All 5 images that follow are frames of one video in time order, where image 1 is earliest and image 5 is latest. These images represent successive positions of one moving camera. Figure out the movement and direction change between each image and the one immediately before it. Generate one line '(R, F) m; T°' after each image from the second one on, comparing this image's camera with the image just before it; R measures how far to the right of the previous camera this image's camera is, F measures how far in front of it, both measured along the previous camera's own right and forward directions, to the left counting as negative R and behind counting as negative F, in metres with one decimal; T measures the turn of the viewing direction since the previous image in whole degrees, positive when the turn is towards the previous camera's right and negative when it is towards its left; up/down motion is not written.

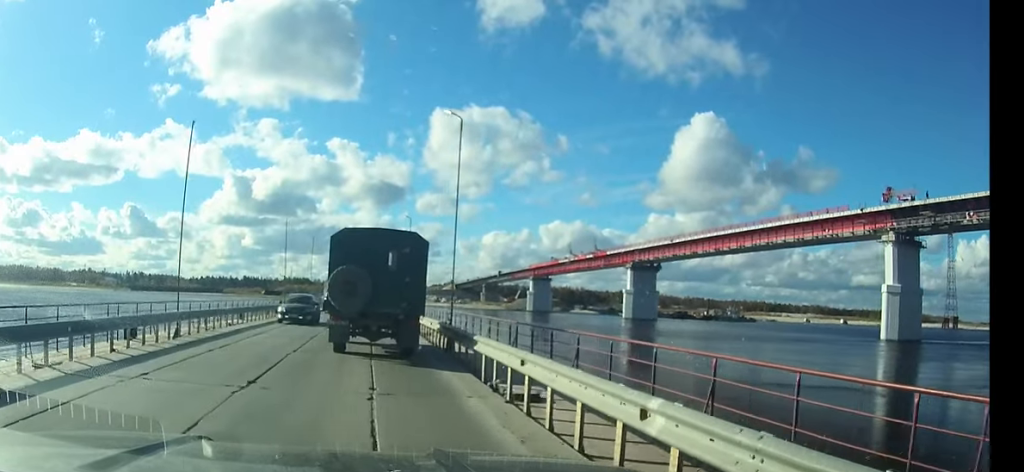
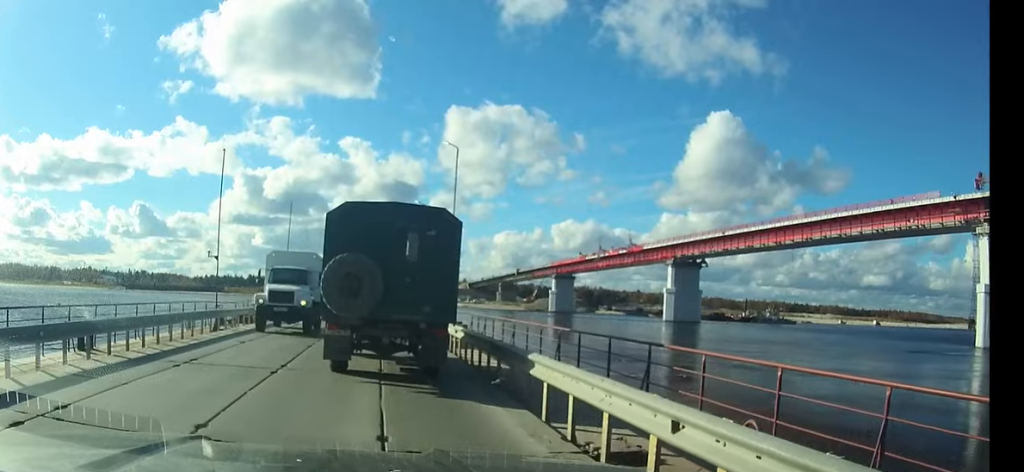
(-0.1, +21.3) m; -1°
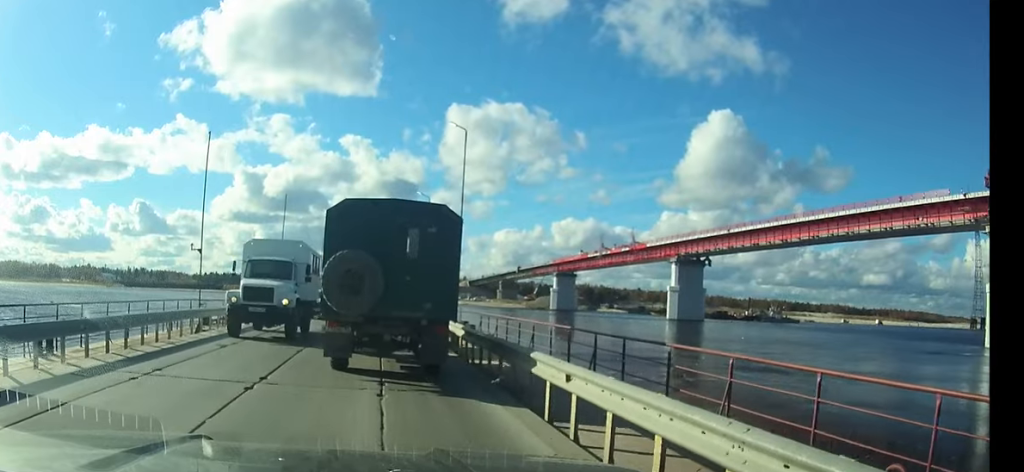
(0.0, +2.4) m; 0°
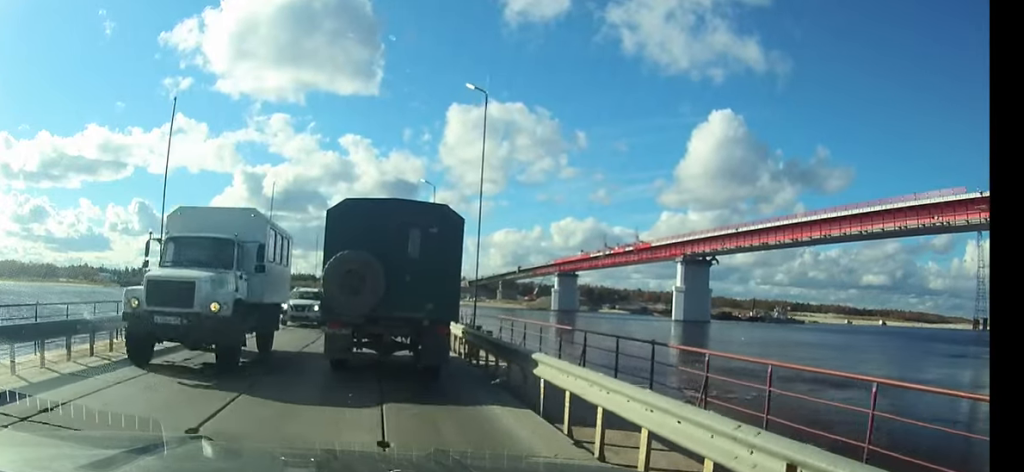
(0.0, +4.2) m; 0°
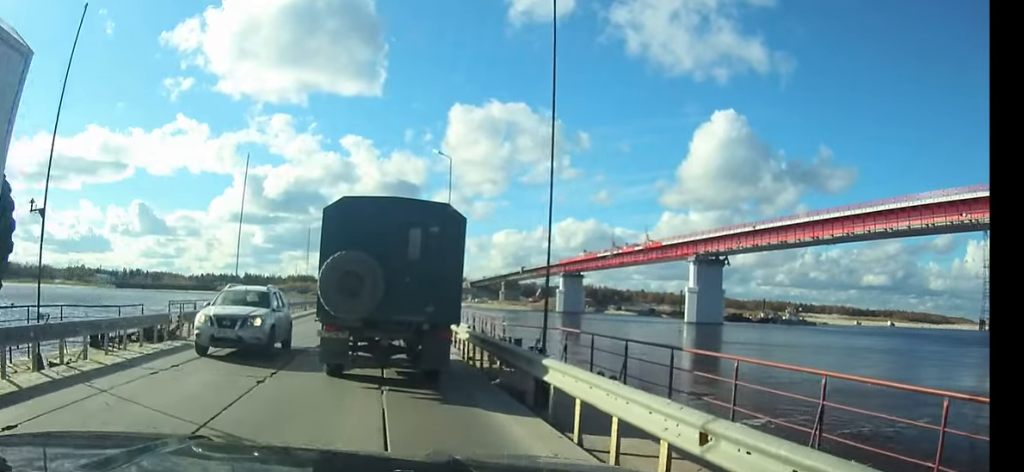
(0.0, +6.6) m; 0°
